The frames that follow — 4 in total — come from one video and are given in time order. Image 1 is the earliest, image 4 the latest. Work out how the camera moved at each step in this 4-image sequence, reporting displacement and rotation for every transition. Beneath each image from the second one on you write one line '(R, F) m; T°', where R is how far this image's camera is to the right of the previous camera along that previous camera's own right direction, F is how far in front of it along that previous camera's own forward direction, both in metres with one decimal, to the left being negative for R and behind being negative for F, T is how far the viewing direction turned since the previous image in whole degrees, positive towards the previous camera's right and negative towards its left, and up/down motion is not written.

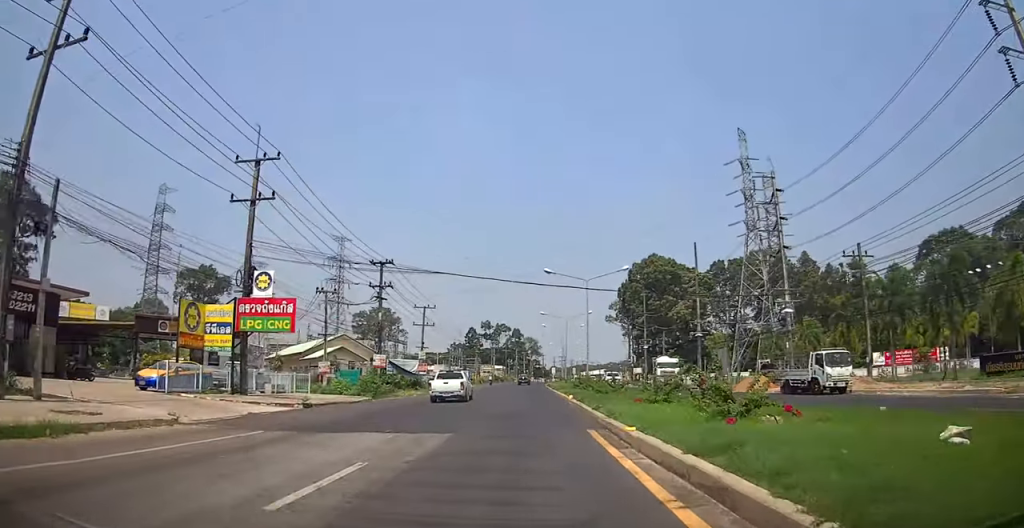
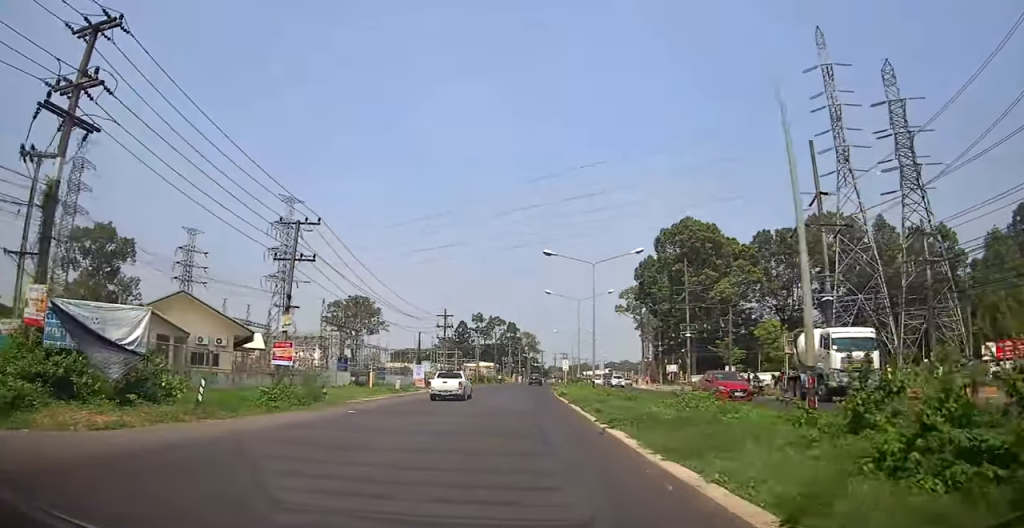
(-0.6, +36.6) m; -1°
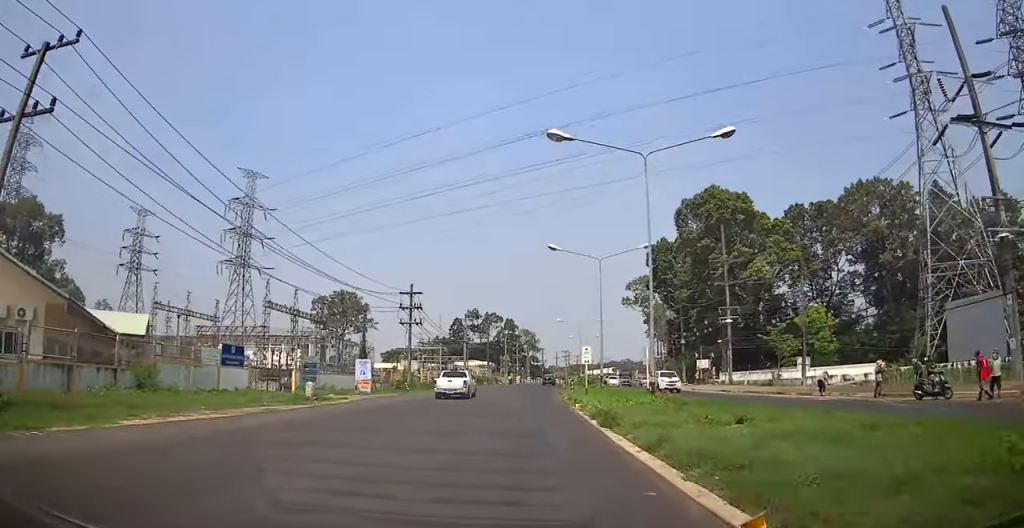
(-0.1, +19.1) m; -1°
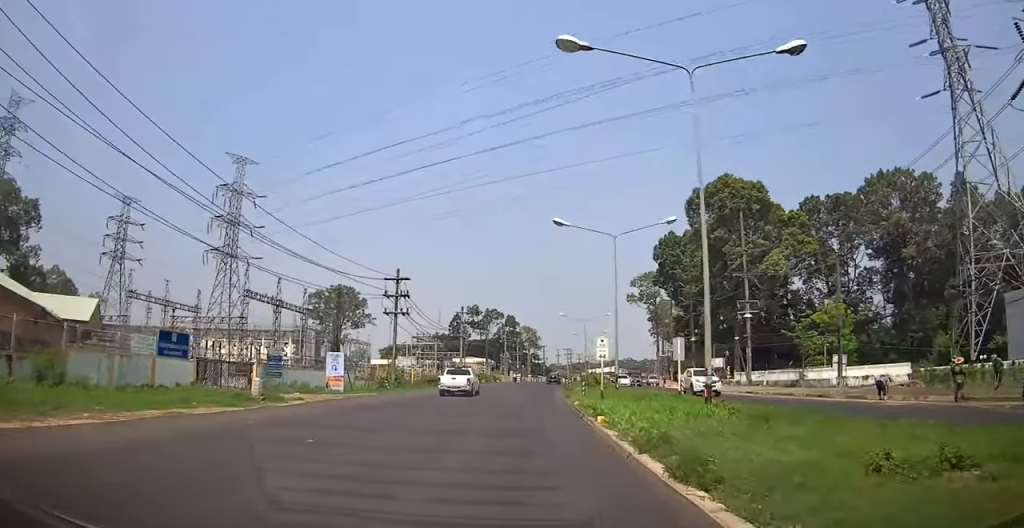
(-0.2, +5.9) m; 0°
